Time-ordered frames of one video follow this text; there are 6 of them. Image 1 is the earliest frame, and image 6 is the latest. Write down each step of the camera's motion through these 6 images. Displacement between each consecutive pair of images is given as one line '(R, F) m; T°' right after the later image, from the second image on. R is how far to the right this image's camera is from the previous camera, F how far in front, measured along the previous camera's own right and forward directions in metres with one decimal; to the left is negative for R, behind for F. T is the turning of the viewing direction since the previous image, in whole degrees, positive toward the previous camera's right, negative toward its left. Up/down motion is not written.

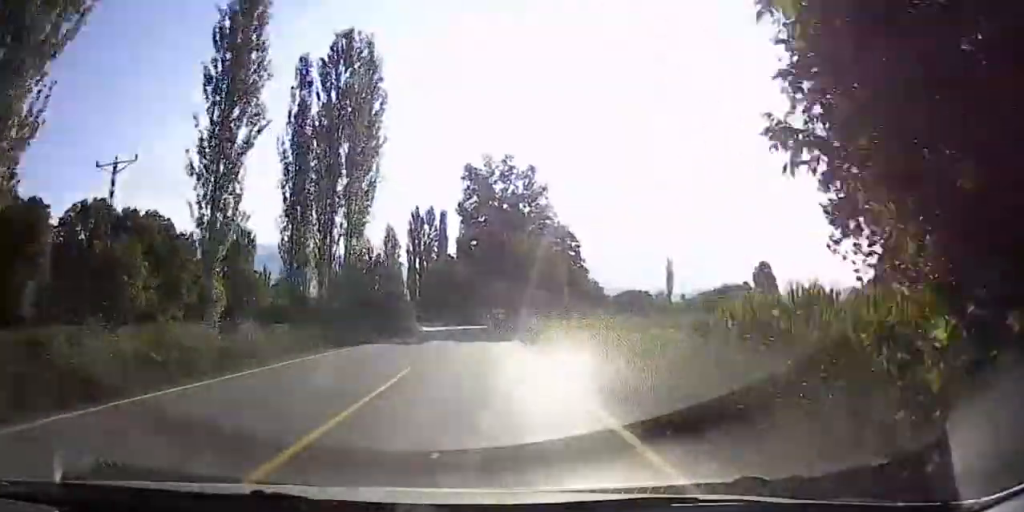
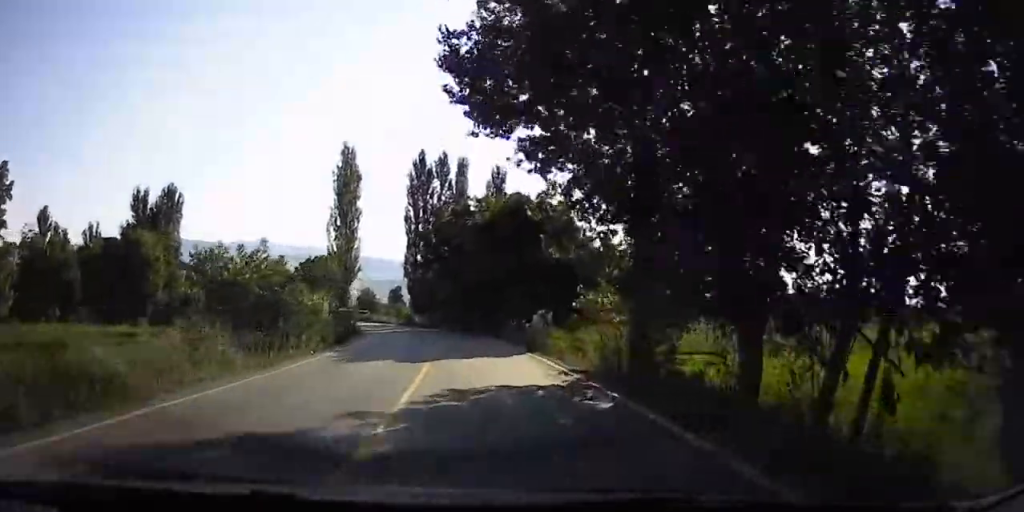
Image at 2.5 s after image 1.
(+4.2, +48.1) m; +8°
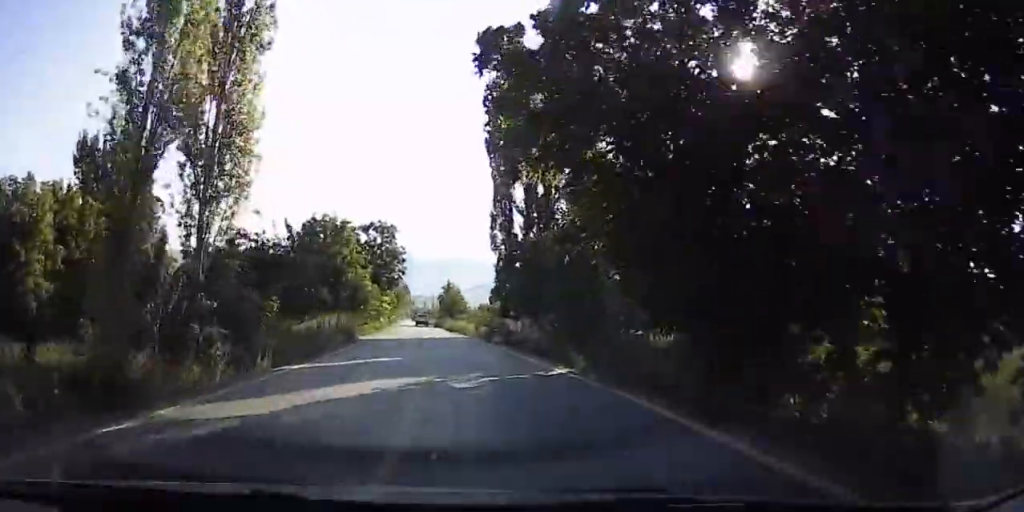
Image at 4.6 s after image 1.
(0.0, +38.1) m; 0°
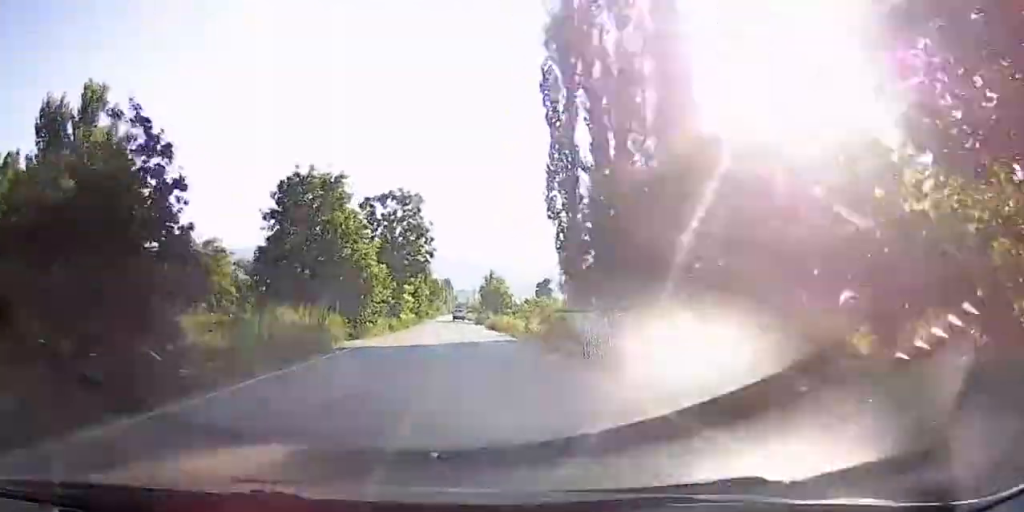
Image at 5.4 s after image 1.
(0.0, +13.2) m; 0°
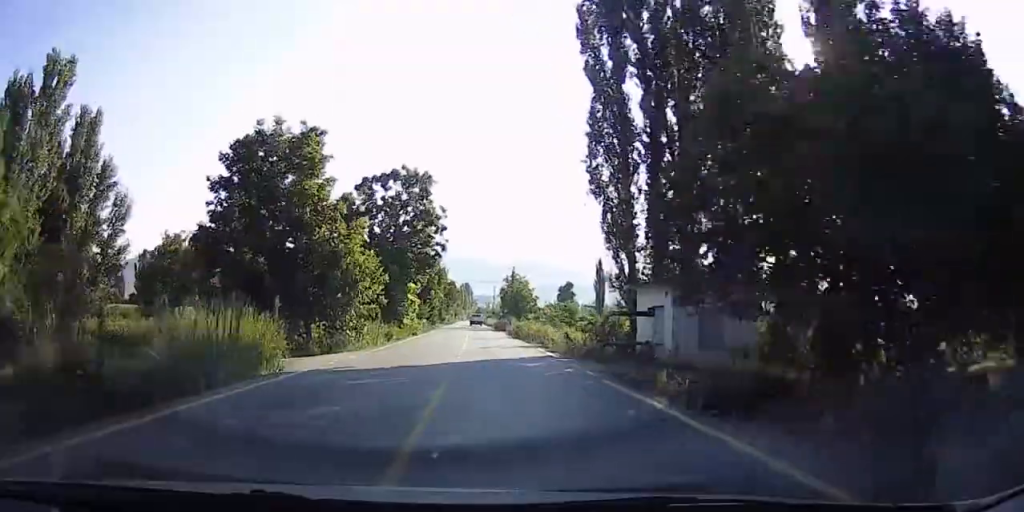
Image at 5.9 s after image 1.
(0.0, +7.5) m; 0°
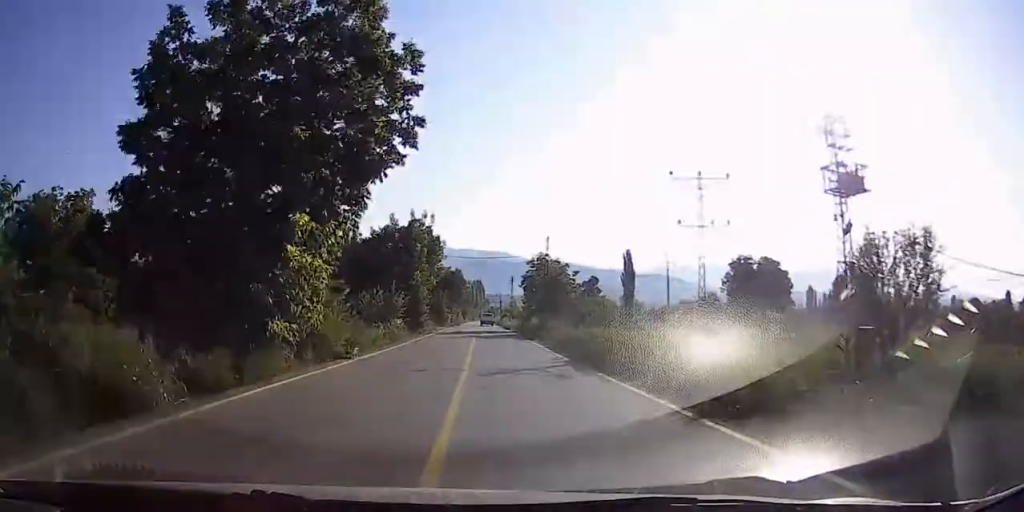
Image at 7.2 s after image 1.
(+0.1, +23.6) m; 0°
